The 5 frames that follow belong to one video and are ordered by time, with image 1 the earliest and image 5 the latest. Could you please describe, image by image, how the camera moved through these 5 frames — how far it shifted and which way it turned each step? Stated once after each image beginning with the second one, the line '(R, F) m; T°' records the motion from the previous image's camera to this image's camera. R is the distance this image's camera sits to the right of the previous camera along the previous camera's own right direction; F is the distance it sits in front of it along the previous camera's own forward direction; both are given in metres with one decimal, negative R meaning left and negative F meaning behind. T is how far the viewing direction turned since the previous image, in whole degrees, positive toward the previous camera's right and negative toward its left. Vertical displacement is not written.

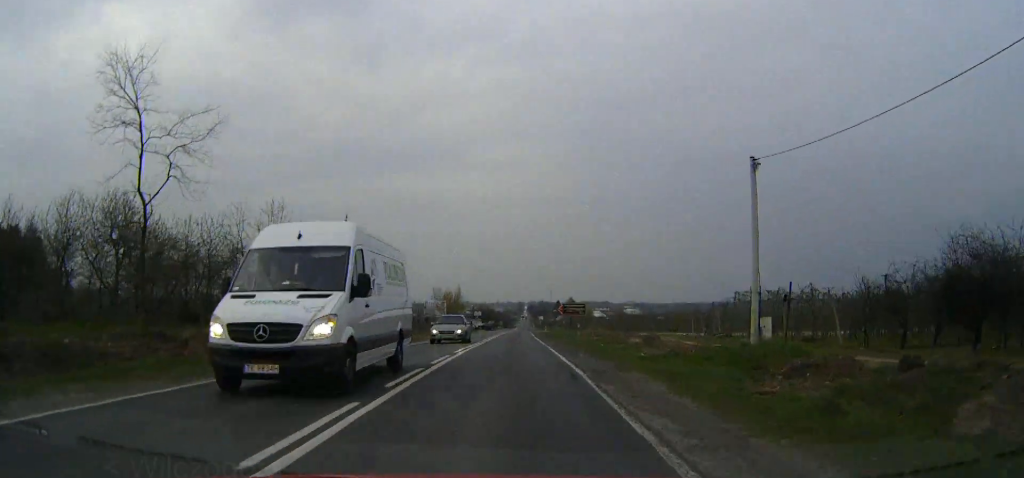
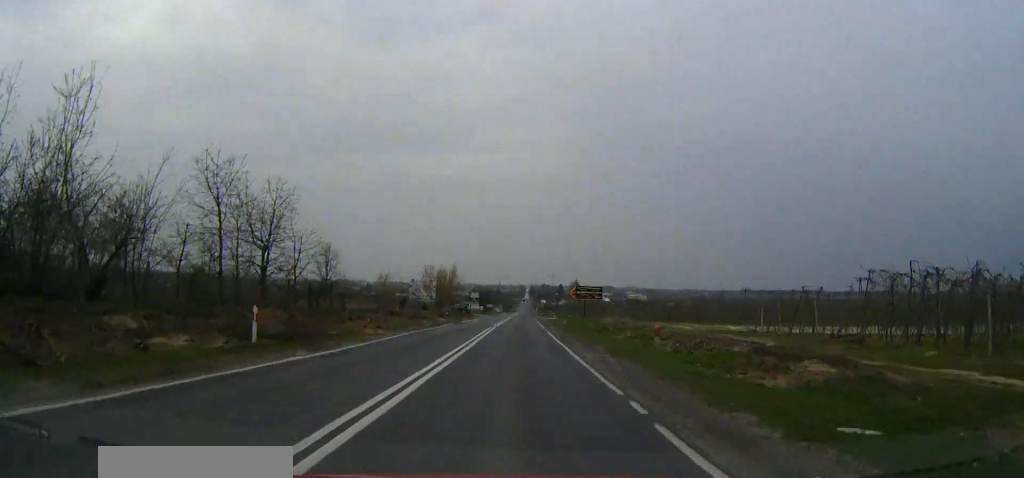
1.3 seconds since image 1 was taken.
(-0.1, +20.9) m; 0°
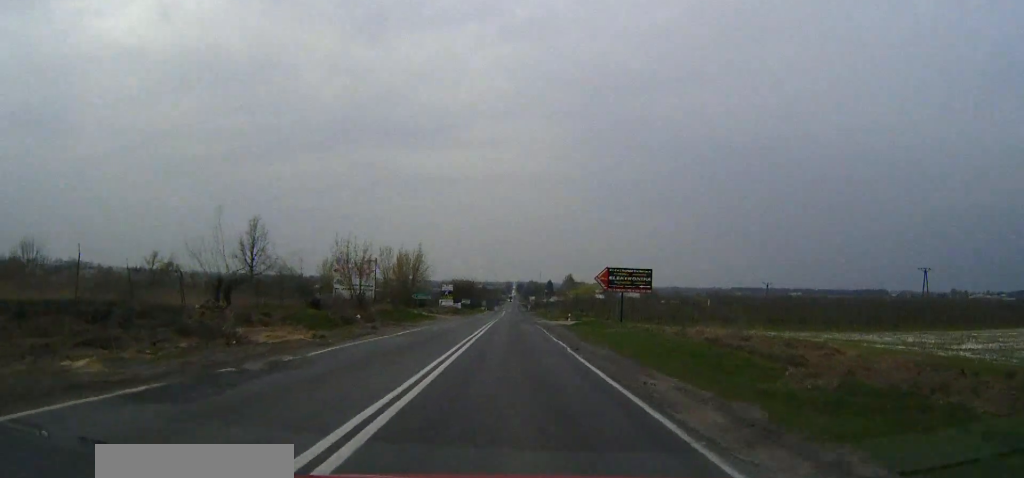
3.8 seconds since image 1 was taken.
(+0.4, +42.3) m; +1°
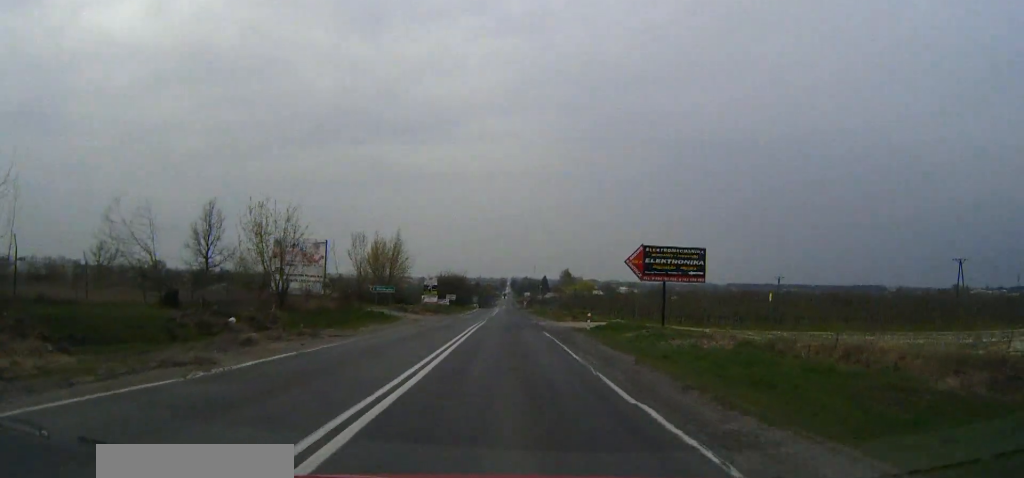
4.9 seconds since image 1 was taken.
(0.0, +17.7) m; 0°
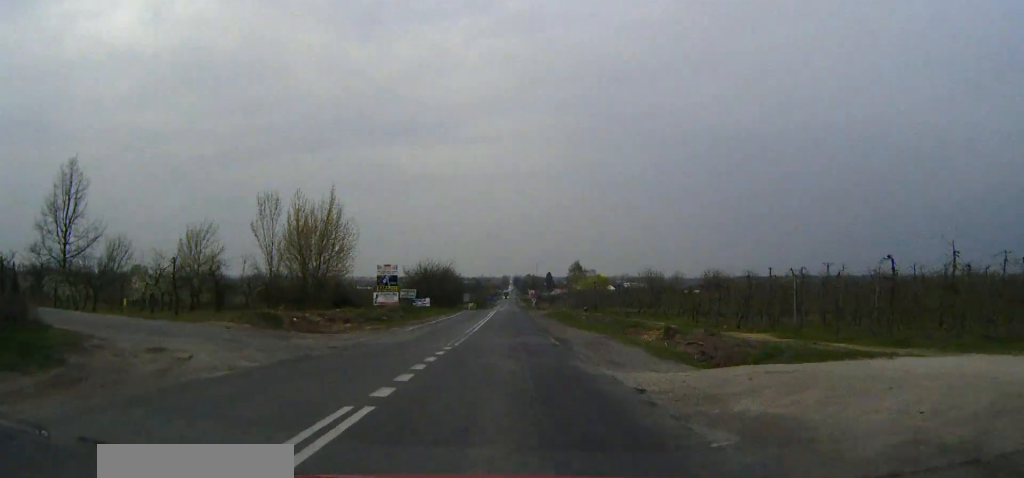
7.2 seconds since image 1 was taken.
(+0.2, +40.2) m; 0°
